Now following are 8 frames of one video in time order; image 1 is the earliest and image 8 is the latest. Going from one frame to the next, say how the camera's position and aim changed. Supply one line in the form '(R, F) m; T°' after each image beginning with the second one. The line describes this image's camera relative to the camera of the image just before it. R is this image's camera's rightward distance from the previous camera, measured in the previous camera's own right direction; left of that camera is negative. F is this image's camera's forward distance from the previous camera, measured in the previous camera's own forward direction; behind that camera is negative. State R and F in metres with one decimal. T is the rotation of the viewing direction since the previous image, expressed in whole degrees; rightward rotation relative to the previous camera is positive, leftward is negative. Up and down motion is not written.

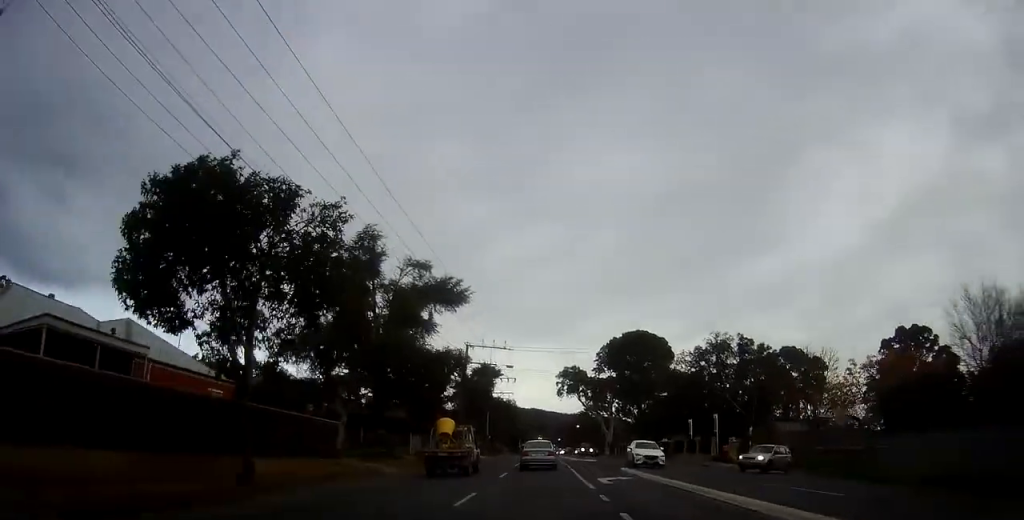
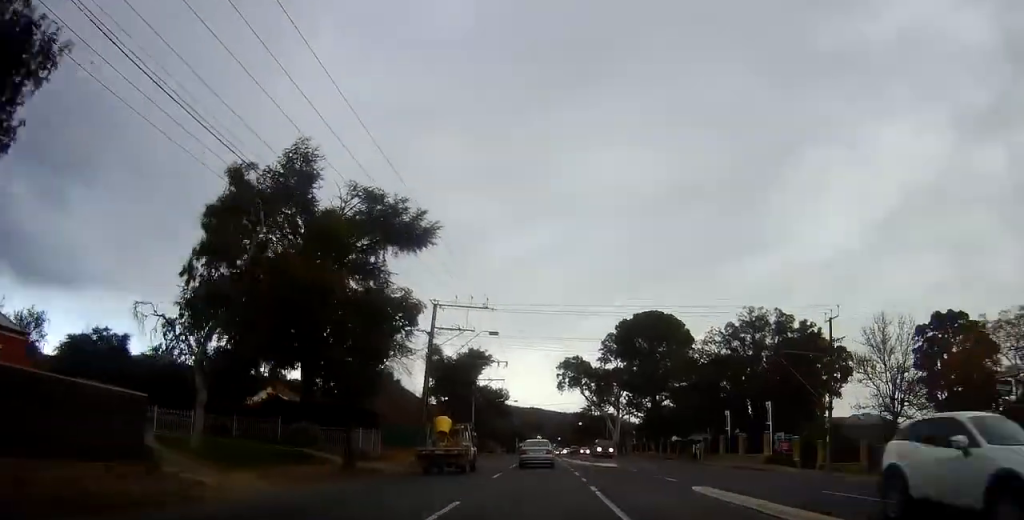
(+0.6, +14.0) m; +1°
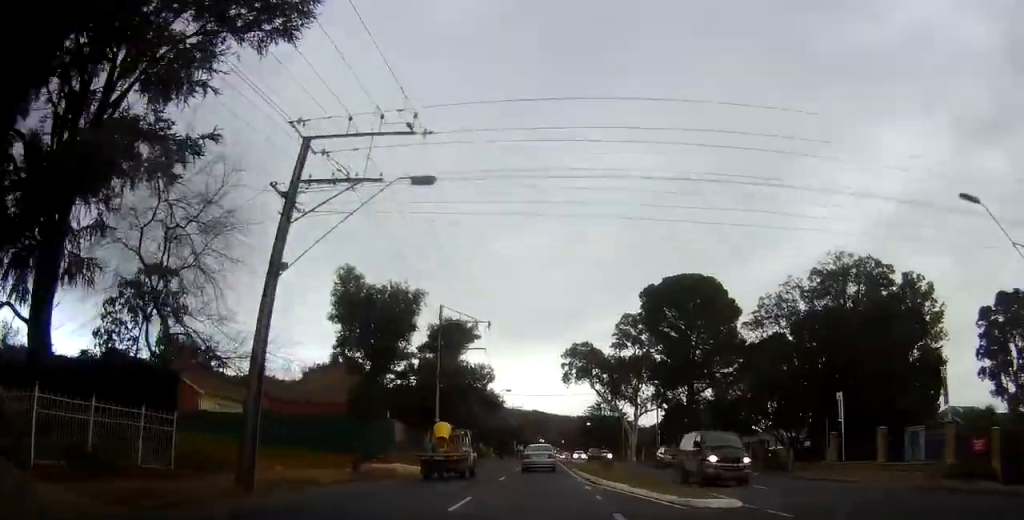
(-0.7, +20.8) m; -2°
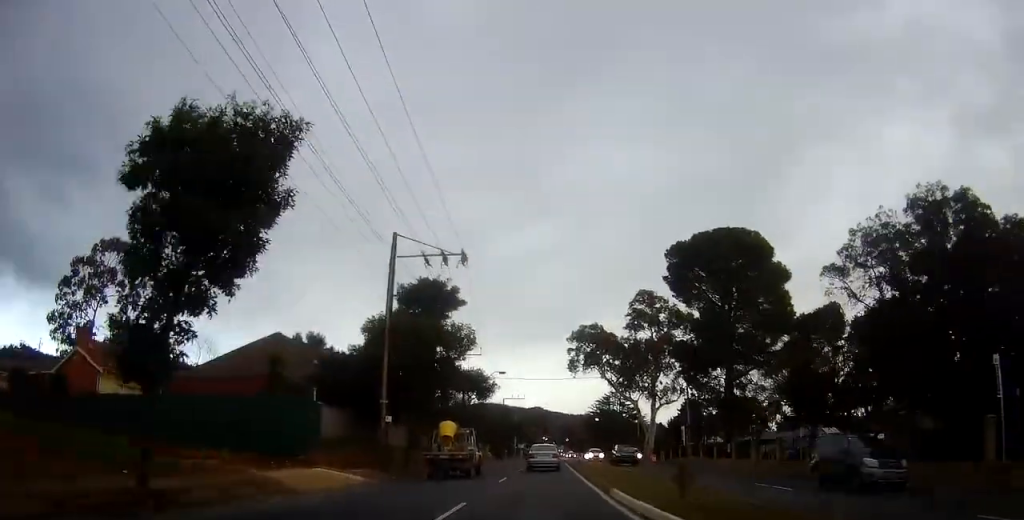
(-0.2, +13.5) m; +1°
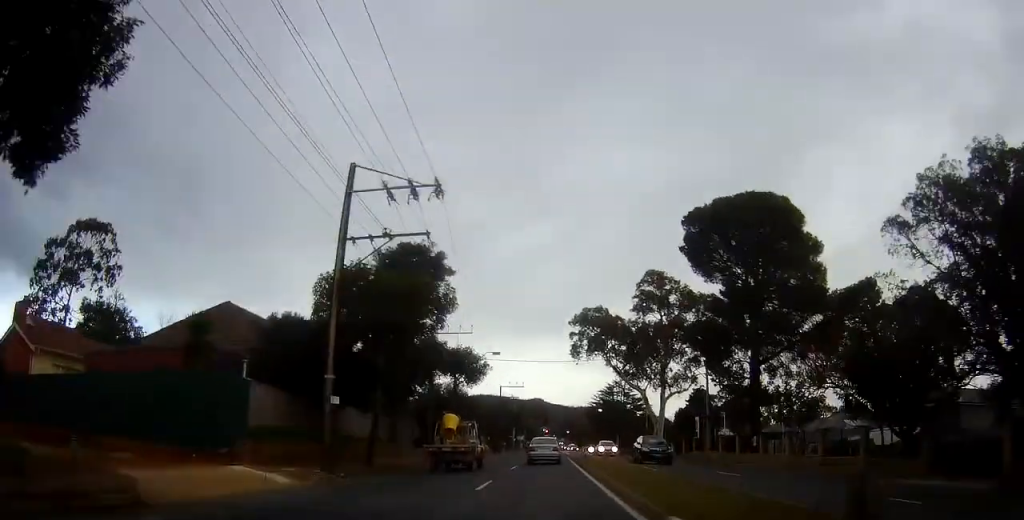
(+0.3, +6.7) m; 0°
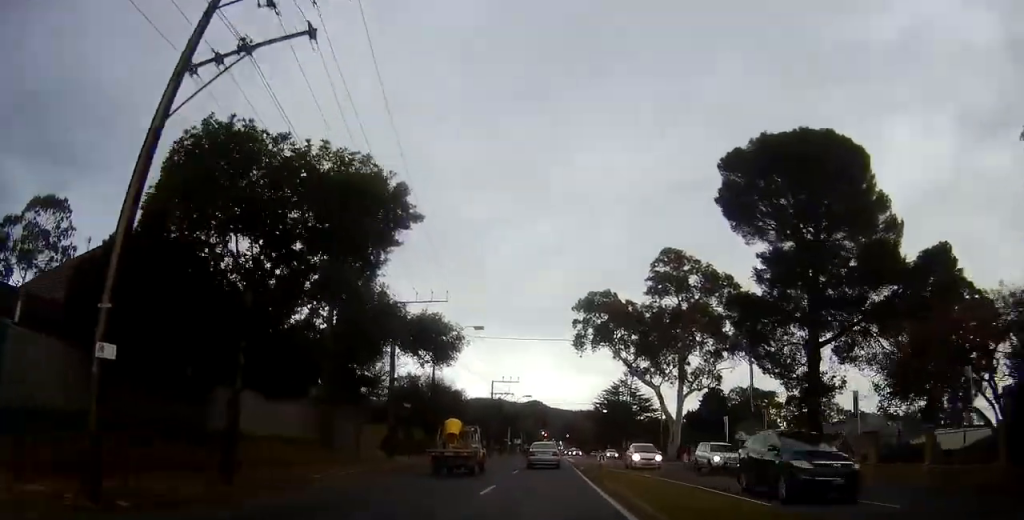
(+0.3, +11.2) m; 0°
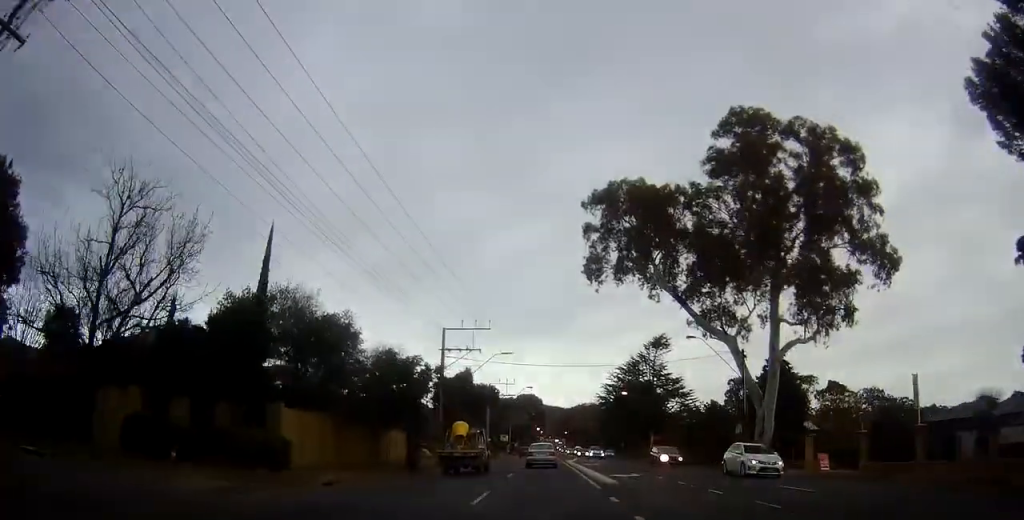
(-0.6, +31.1) m; +2°
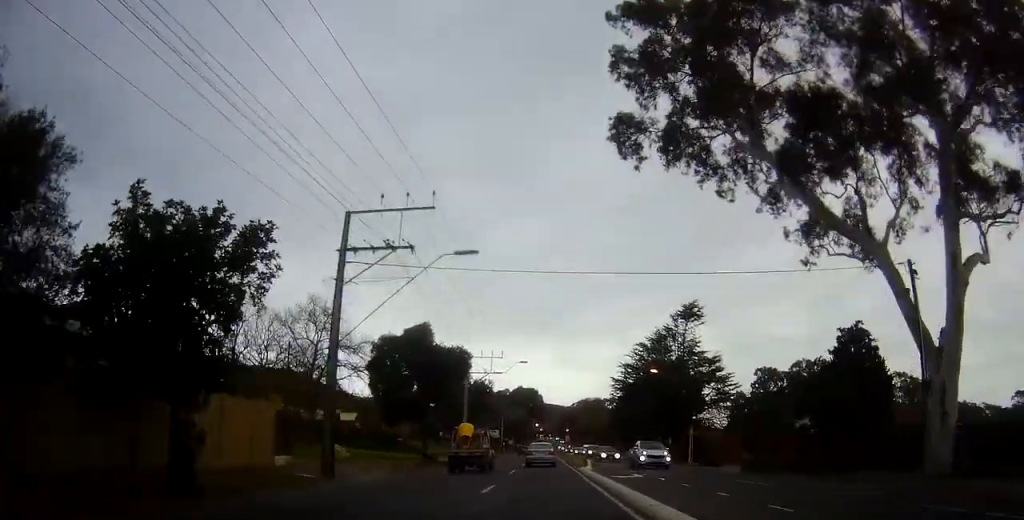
(0.0, +20.4) m; -2°
